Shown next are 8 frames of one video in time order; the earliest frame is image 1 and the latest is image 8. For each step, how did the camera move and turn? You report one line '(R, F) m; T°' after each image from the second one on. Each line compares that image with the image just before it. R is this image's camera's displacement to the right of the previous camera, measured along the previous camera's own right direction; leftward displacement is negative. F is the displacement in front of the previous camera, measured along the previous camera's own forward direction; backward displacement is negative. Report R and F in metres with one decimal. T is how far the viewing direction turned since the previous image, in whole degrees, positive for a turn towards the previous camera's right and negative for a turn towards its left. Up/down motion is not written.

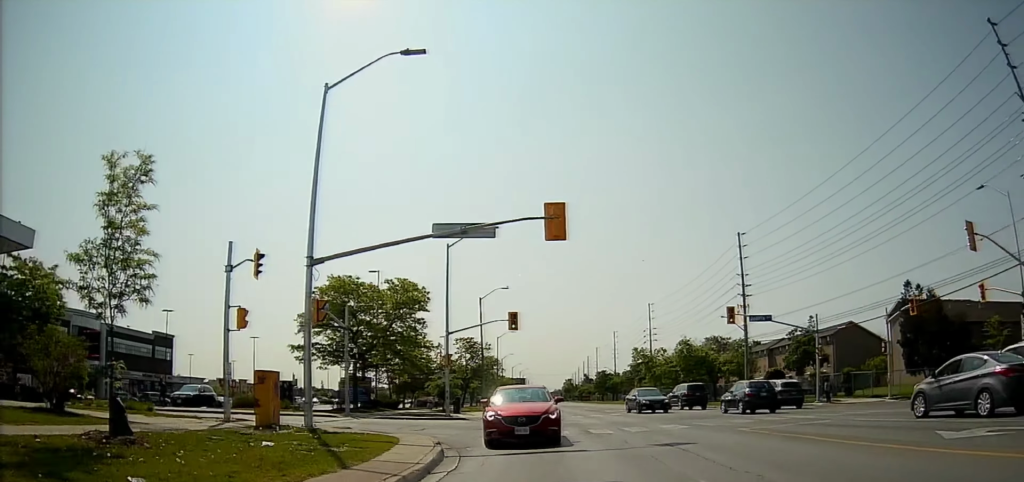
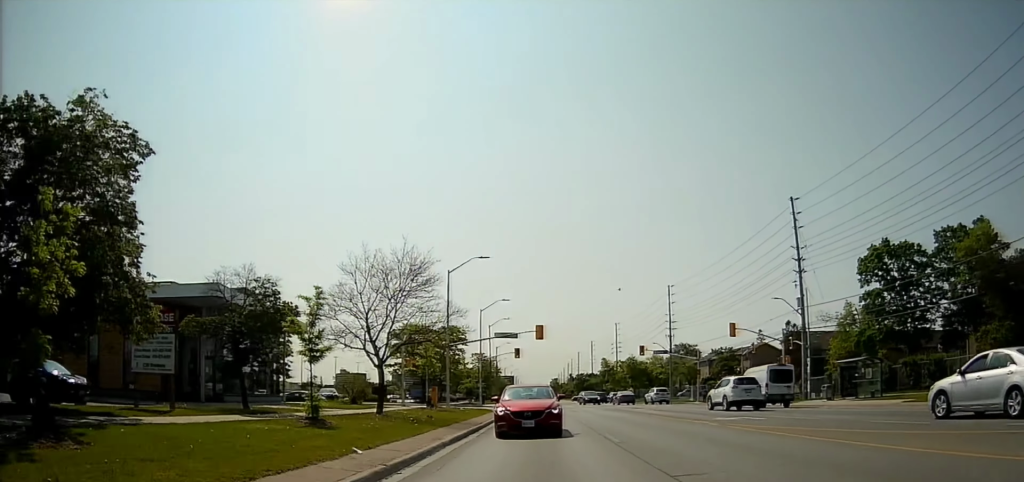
(0.0, +26.7) m; 0°
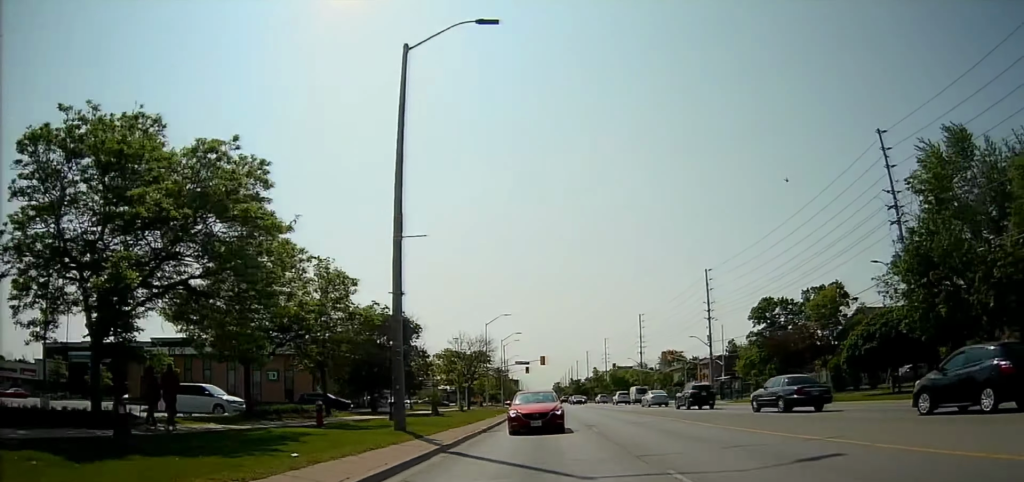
(+0.2, +26.2) m; +1°
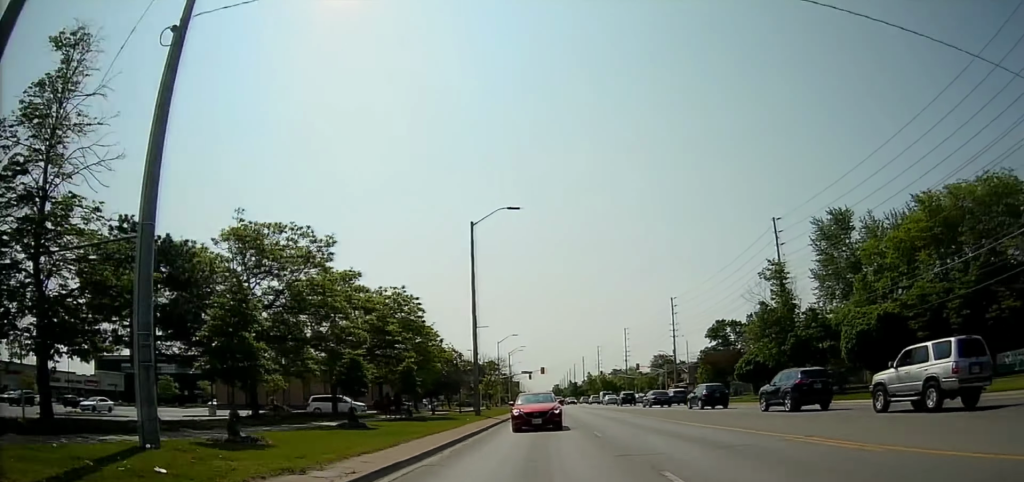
(+0.1, +19.5) m; 0°
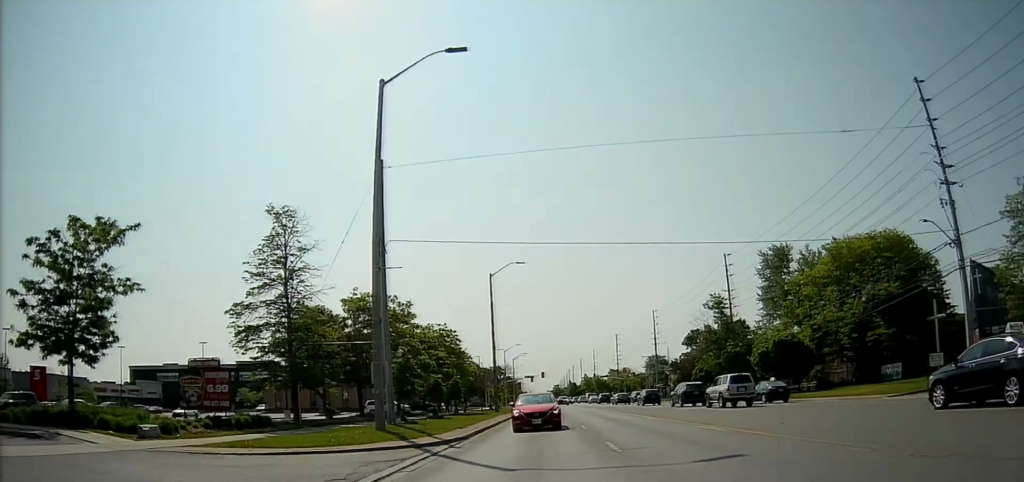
(0.0, +15.9) m; 0°
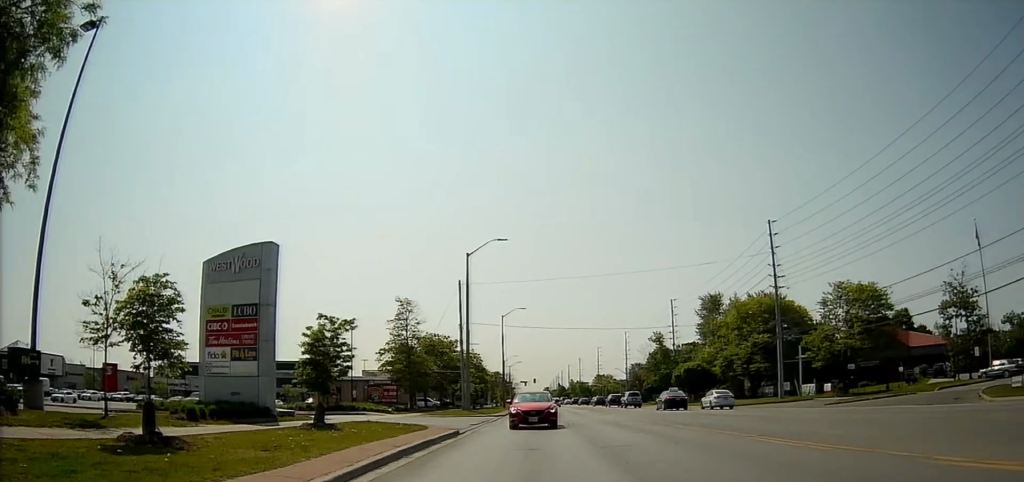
(0.0, +25.8) m; 0°
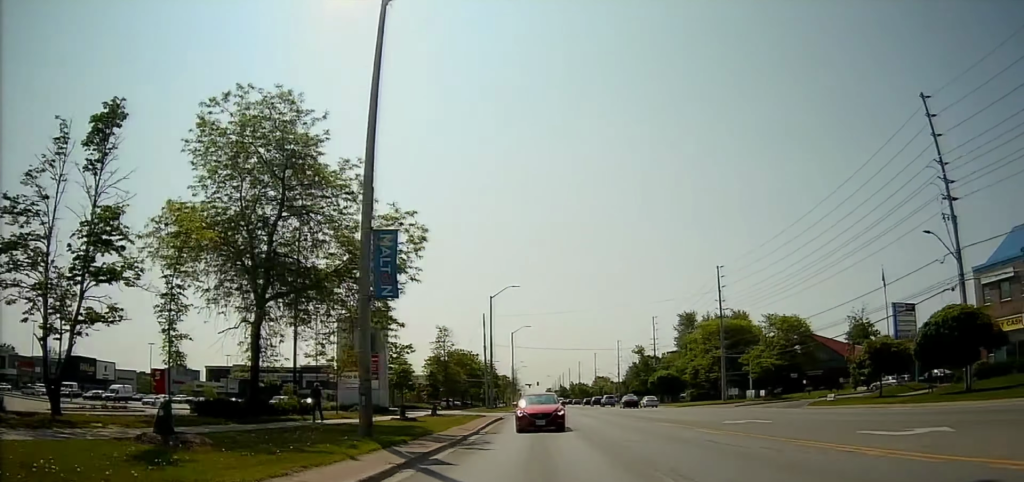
(0.0, +17.0) m; 0°
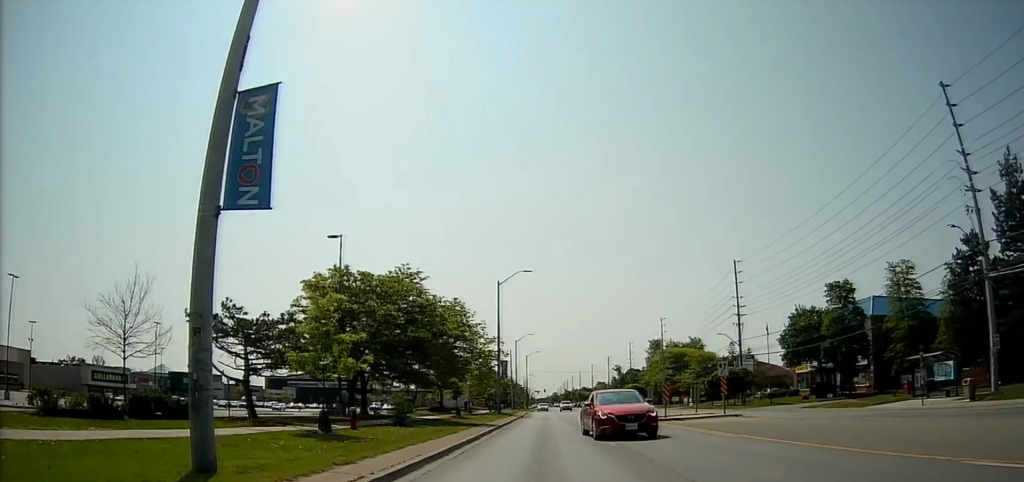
(0.0, +36.3) m; 0°
